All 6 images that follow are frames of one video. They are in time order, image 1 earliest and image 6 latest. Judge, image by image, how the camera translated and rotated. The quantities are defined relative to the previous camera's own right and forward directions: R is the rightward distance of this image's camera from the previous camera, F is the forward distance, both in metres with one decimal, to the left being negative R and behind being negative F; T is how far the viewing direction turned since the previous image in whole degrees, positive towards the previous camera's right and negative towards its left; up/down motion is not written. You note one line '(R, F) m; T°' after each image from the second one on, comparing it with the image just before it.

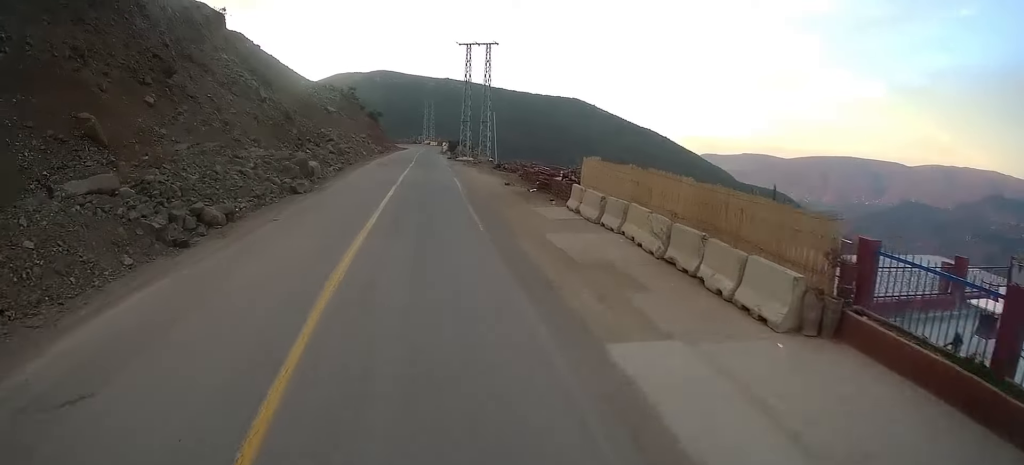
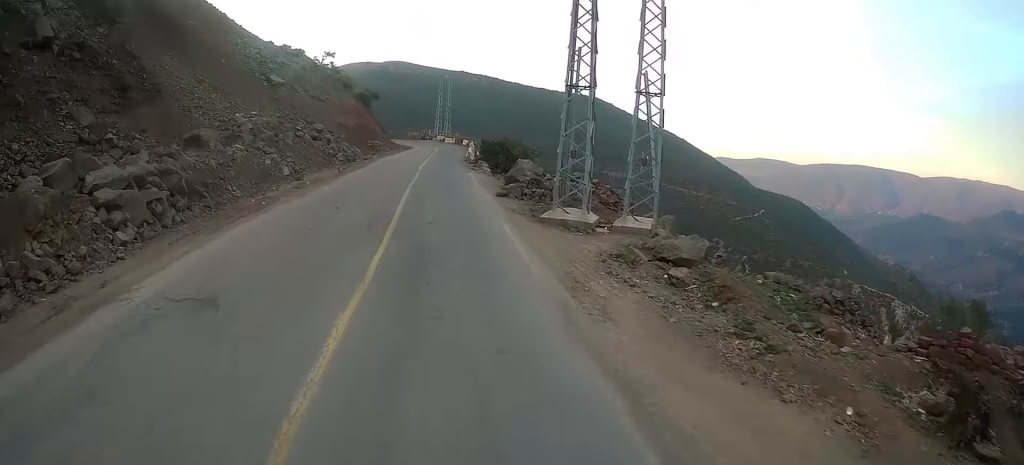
(-1.4, +42.2) m; -3°
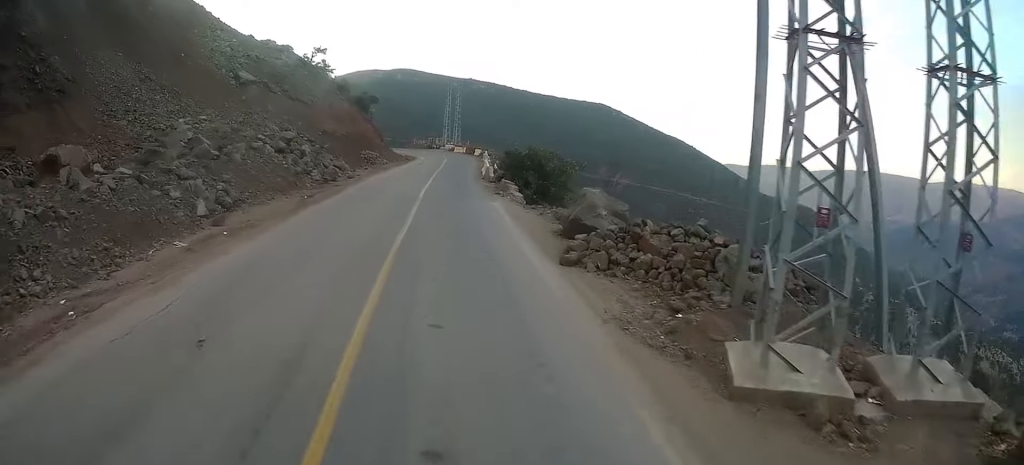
(+0.4, +11.4) m; +3°
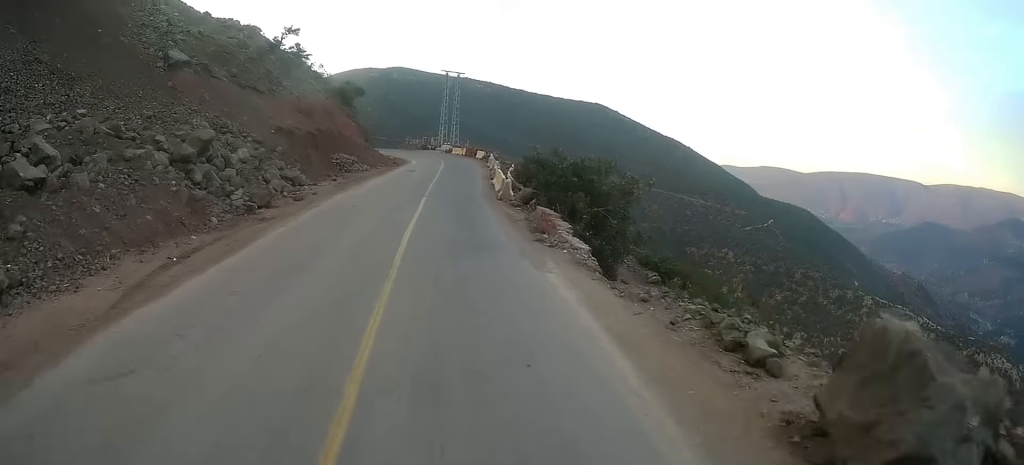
(+0.2, +12.2) m; +2°
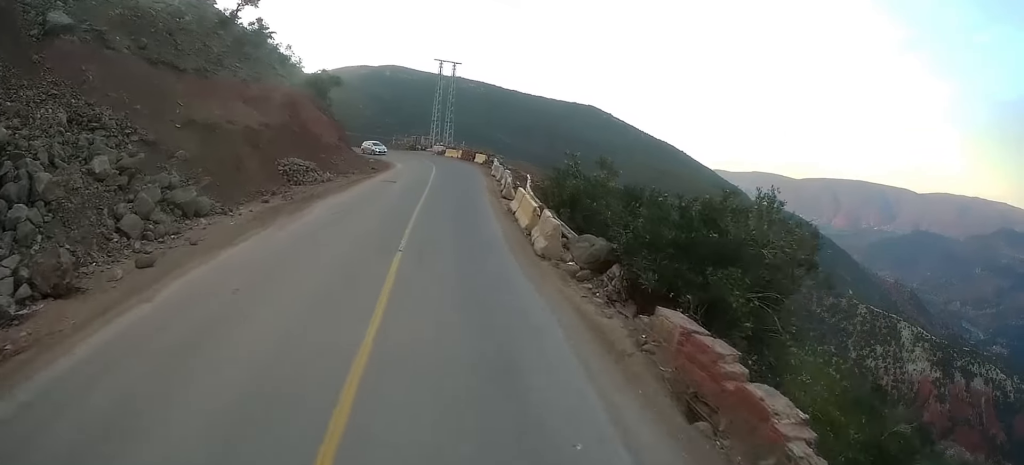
(+0.2, +12.0) m; 0°
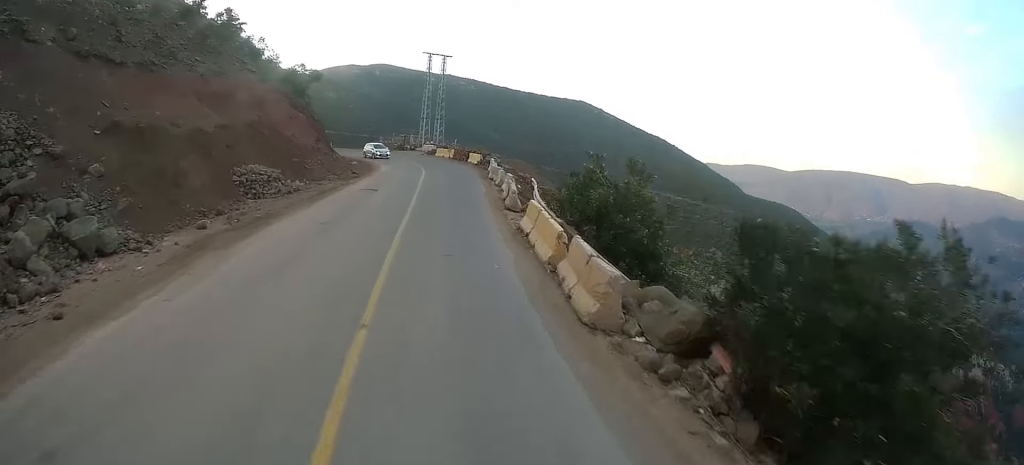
(-0.2, +5.1) m; +1°
